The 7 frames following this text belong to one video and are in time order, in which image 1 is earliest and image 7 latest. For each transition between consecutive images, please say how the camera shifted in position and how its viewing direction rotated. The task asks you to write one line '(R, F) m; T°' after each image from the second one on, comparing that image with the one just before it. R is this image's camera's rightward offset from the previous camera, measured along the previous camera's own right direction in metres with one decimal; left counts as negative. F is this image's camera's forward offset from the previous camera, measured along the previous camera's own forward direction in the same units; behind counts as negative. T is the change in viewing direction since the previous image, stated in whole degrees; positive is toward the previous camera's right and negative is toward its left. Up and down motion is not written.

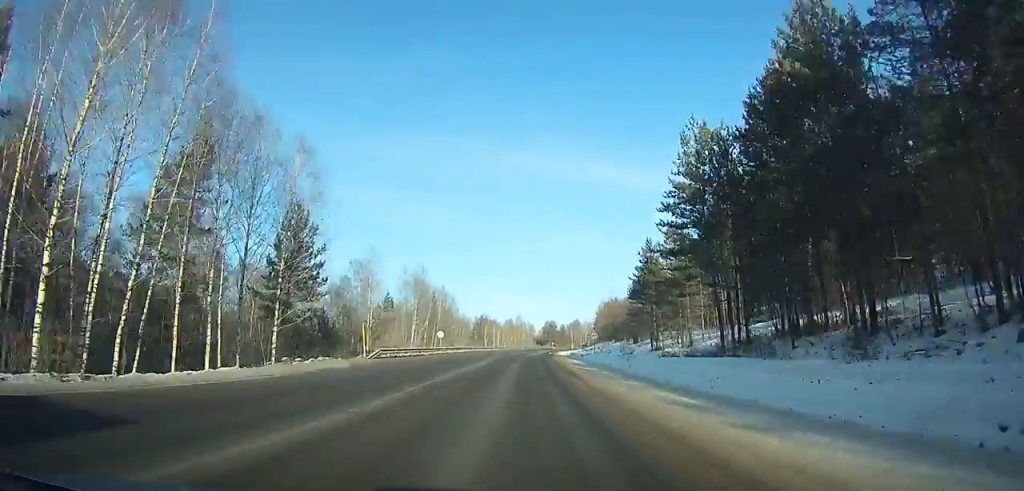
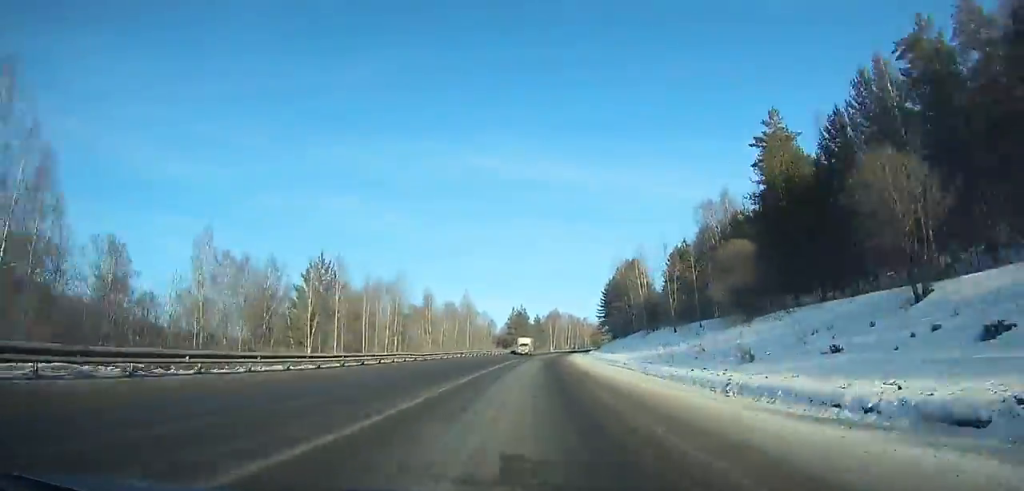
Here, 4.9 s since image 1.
(+3.9, +109.6) m; +5°
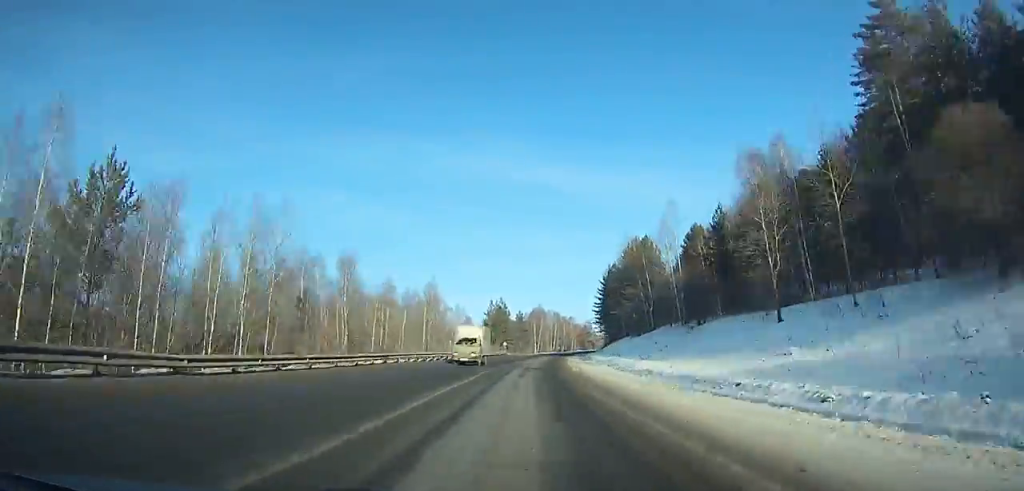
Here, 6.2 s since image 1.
(+0.5, +28.8) m; +2°
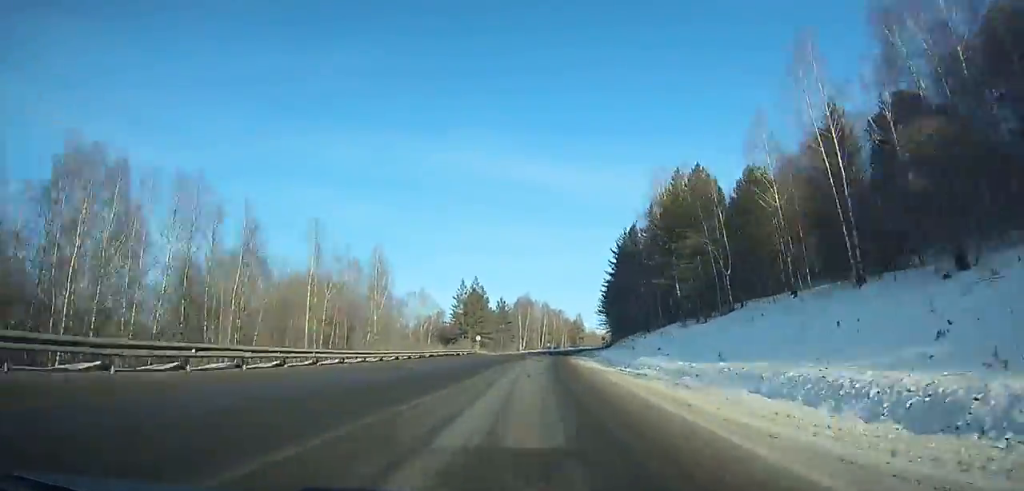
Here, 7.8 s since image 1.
(+0.2, +35.5) m; +2°
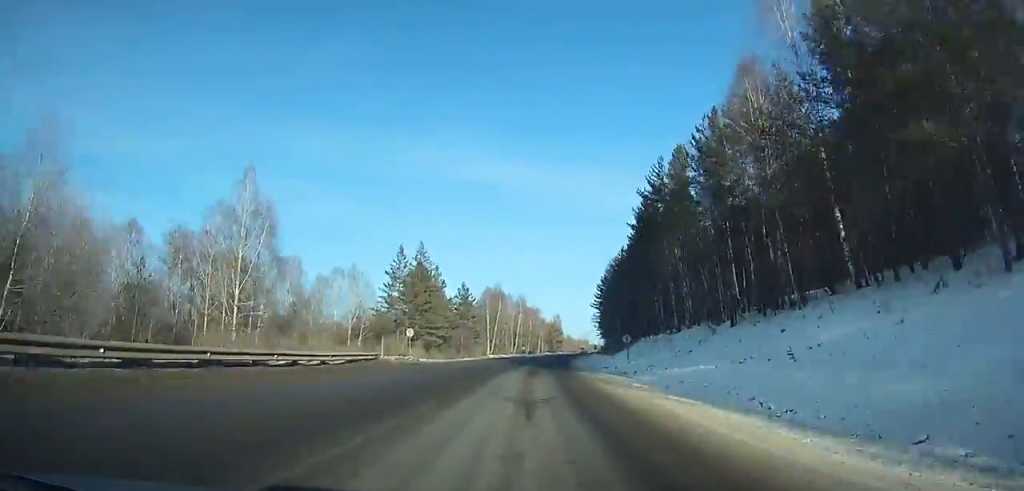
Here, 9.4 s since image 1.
(+1.3, +35.3) m; +2°
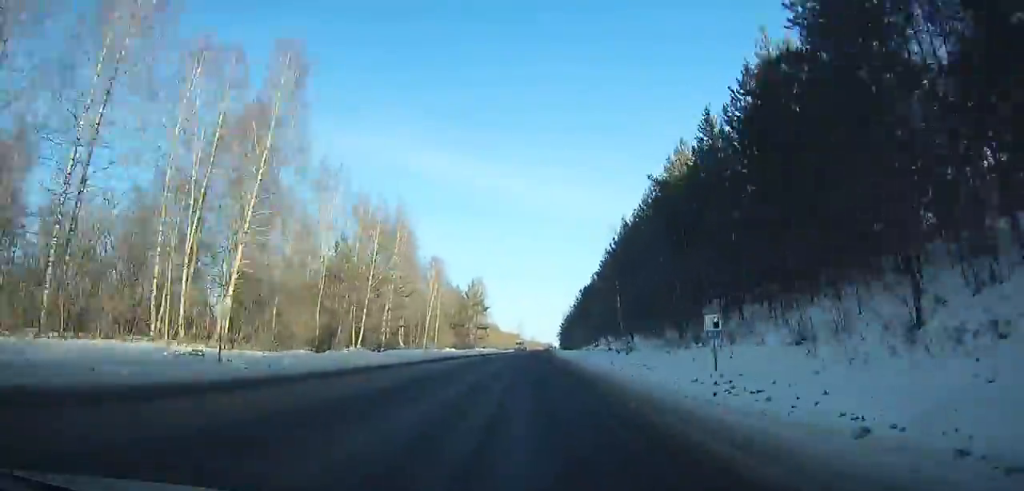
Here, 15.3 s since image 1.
(+6.6, +127.8) m; +5°
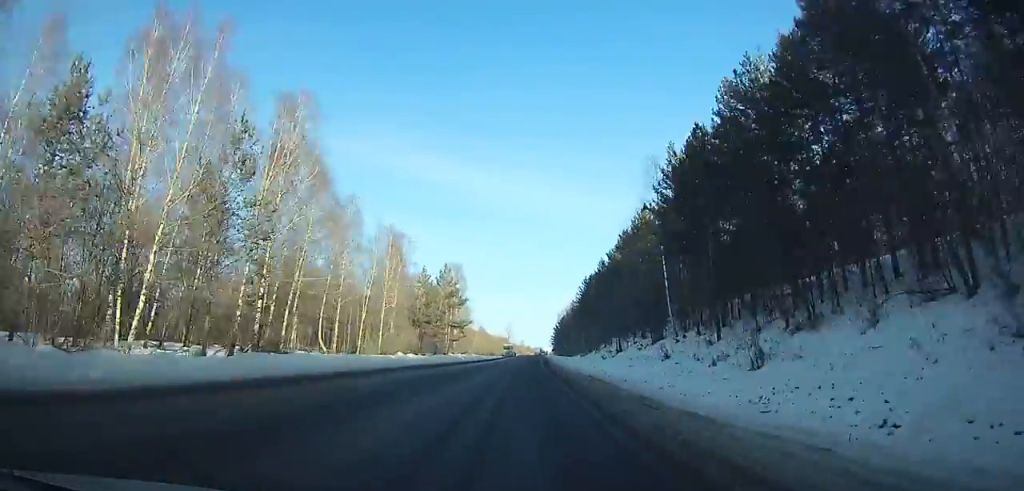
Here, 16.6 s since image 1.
(+0.1, +27.4) m; +1°
